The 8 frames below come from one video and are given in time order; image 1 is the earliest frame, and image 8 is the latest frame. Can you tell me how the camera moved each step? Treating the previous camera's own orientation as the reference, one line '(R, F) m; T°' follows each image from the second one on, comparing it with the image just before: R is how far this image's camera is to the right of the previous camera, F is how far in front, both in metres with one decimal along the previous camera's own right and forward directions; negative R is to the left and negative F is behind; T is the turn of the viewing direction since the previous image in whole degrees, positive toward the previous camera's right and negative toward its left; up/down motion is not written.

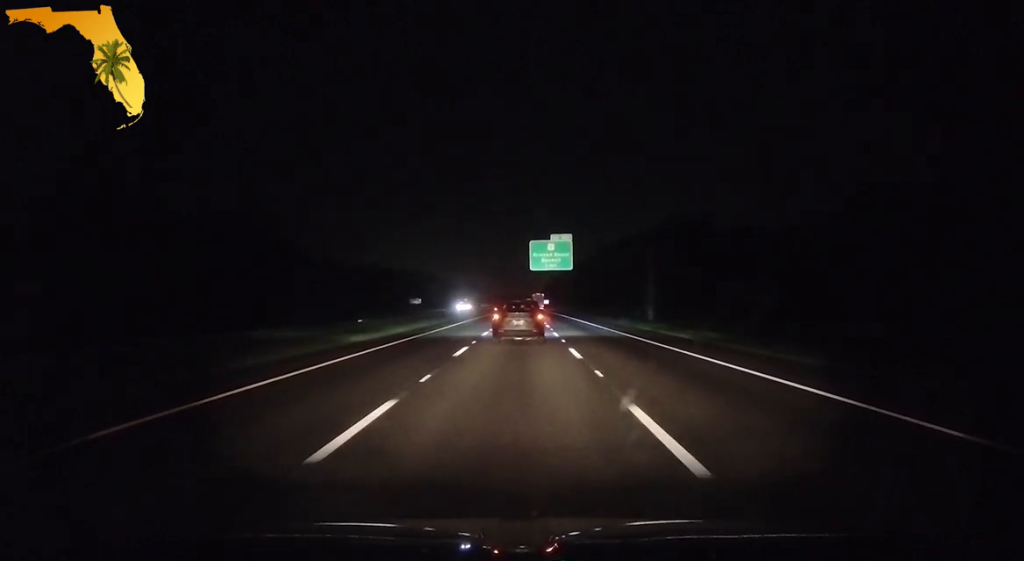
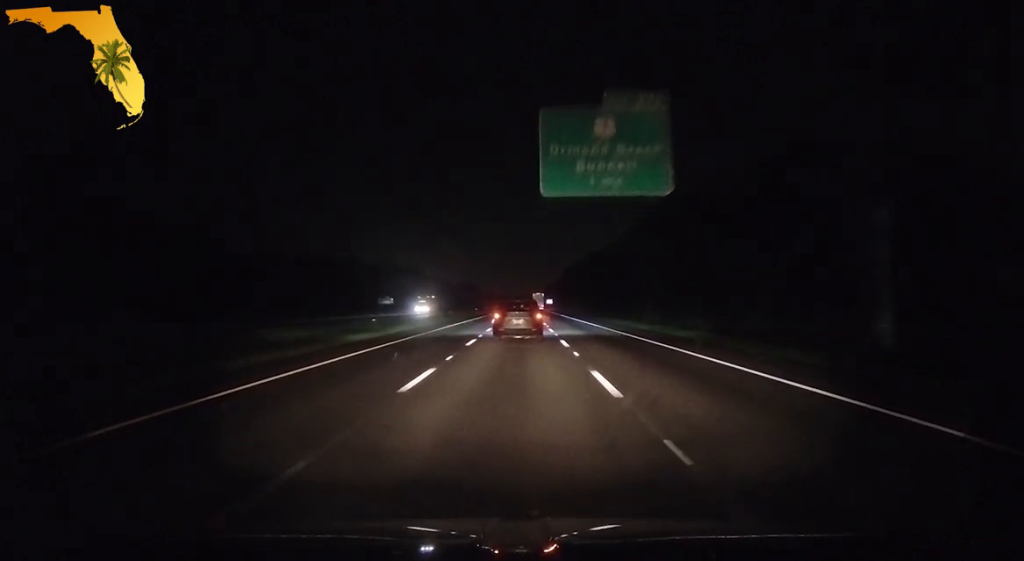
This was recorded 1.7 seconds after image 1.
(-0.1, +55.6) m; 0°
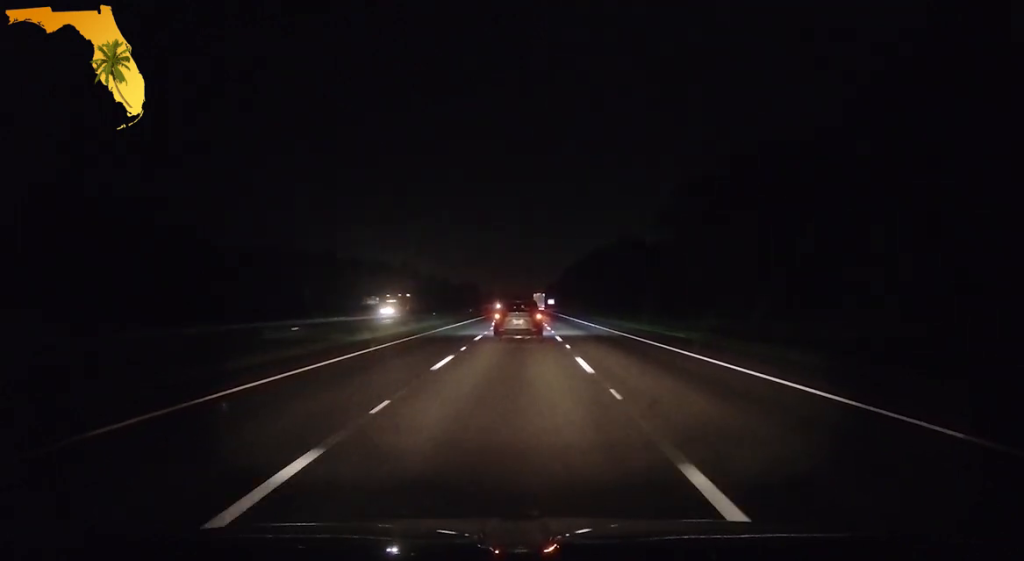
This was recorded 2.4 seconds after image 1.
(+0.2, +20.3) m; 0°
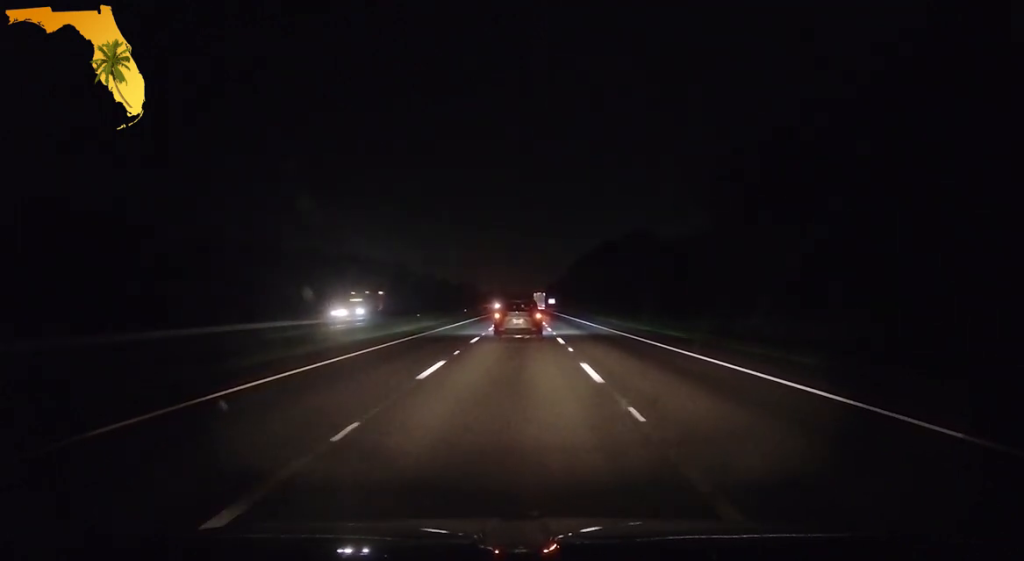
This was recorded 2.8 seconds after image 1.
(-0.2, +14.0) m; 0°
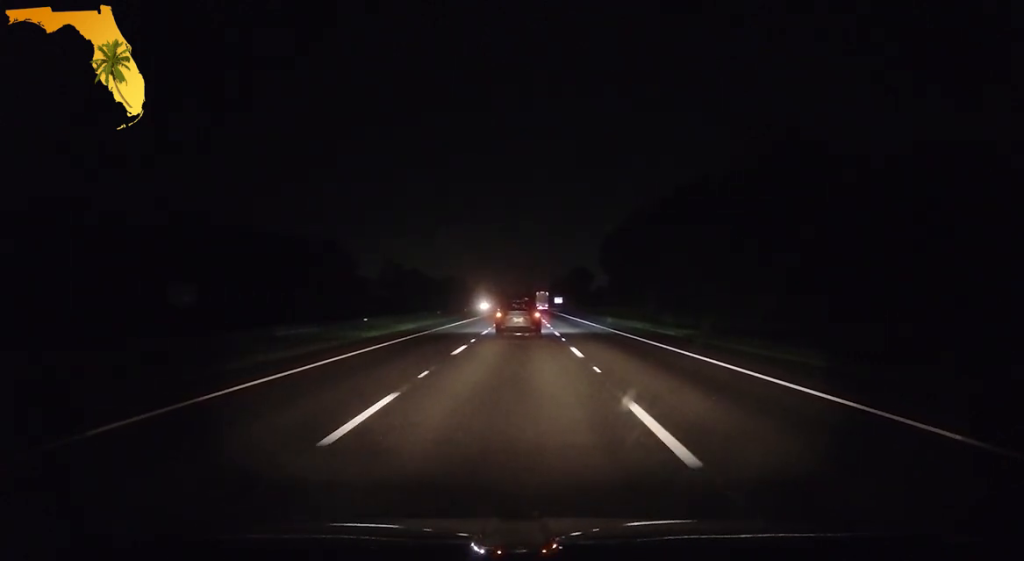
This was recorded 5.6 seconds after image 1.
(-0.5, +91.4) m; 0°
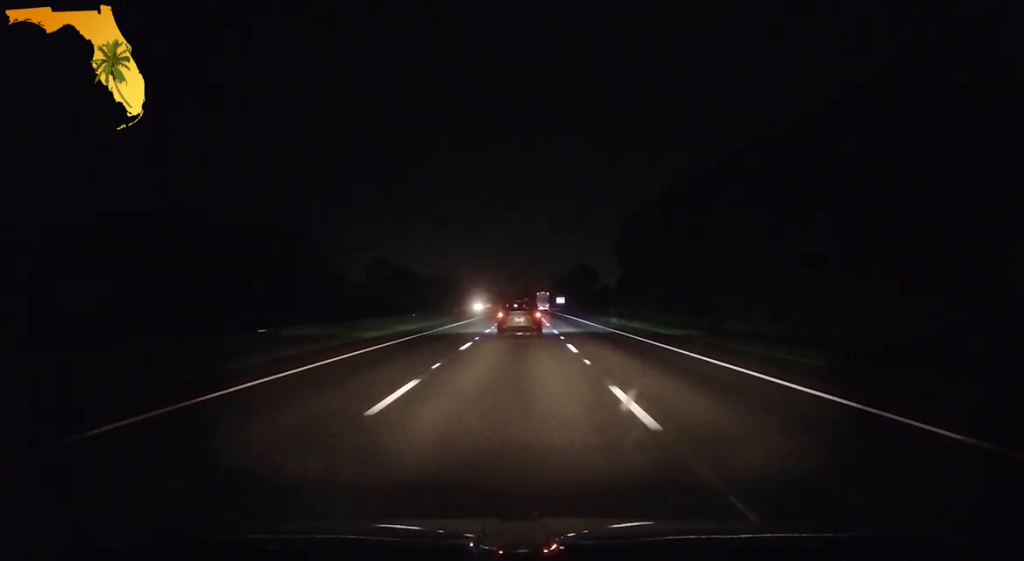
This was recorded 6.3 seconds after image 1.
(0.0, +22.5) m; 0°
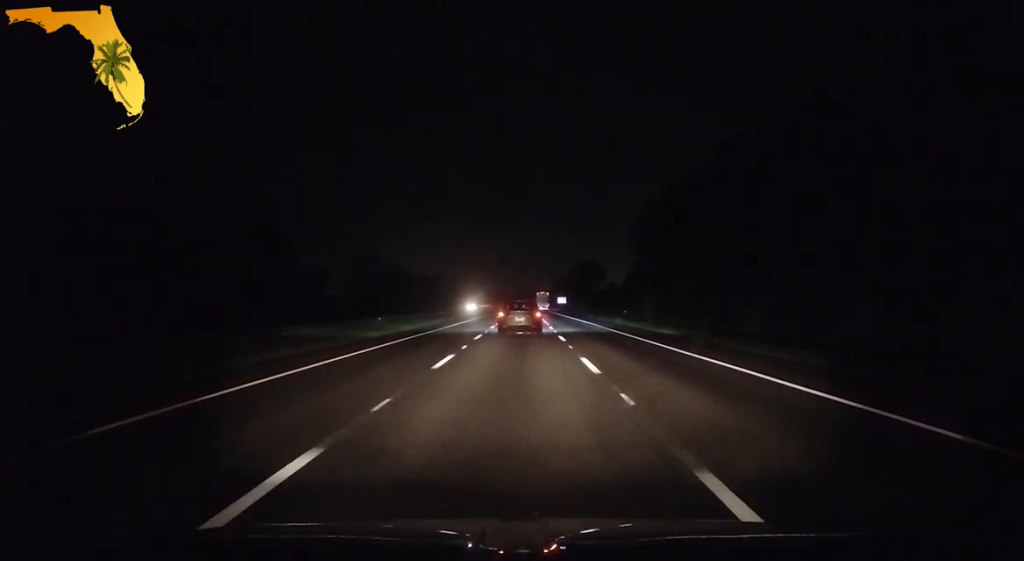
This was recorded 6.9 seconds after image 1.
(+0.3, +18.1) m; 0°
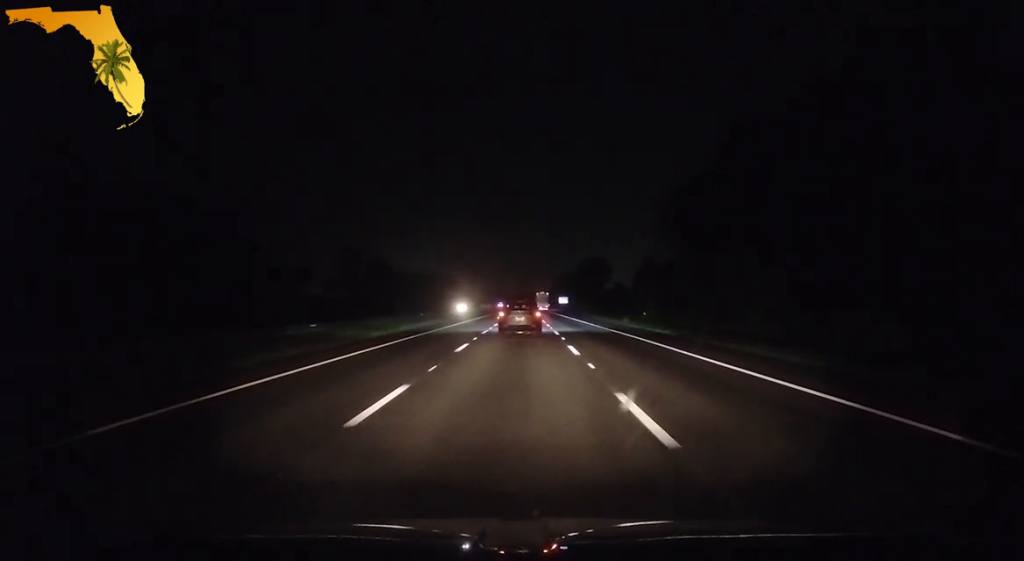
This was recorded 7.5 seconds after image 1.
(0.0, +19.2) m; 0°
